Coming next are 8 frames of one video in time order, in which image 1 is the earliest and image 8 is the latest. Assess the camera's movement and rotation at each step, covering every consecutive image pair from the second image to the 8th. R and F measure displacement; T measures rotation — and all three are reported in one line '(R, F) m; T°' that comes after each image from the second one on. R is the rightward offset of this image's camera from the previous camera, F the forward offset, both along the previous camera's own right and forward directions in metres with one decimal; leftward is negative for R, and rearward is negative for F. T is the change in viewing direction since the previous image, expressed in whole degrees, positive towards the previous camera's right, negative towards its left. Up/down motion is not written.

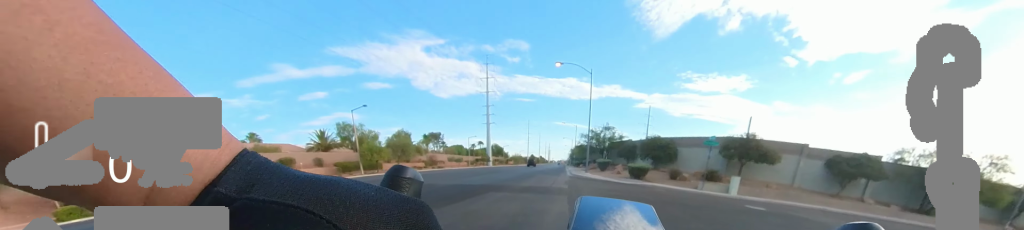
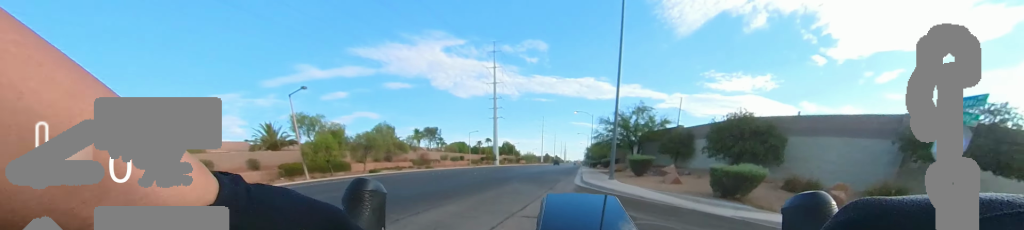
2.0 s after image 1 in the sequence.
(0.0, +13.1) m; 0°
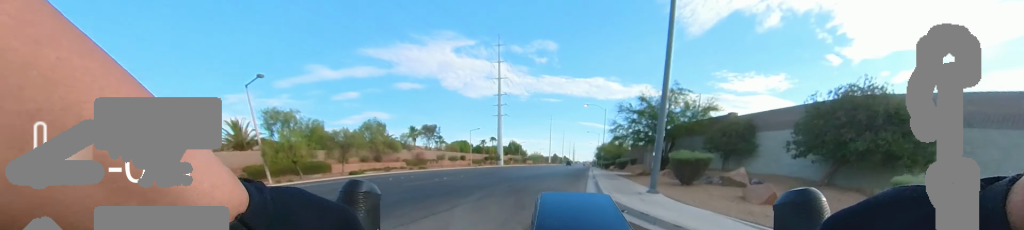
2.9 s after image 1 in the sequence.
(0.0, +6.6) m; 0°
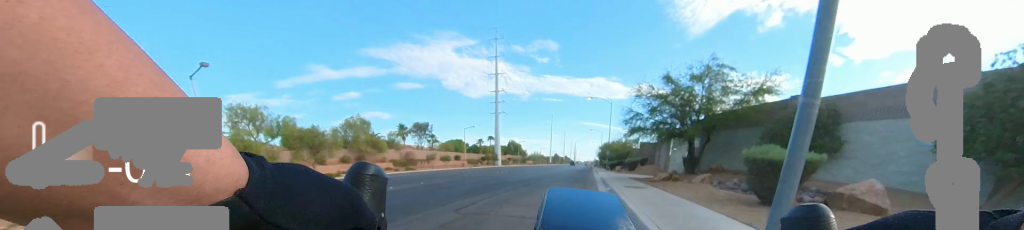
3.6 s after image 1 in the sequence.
(0.0, +4.9) m; 0°
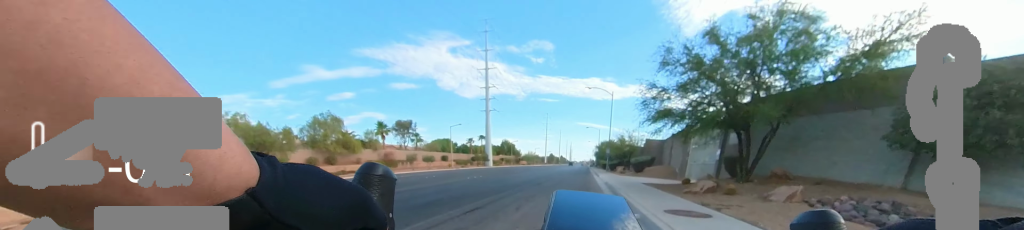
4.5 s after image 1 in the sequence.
(0.0, +5.6) m; 0°
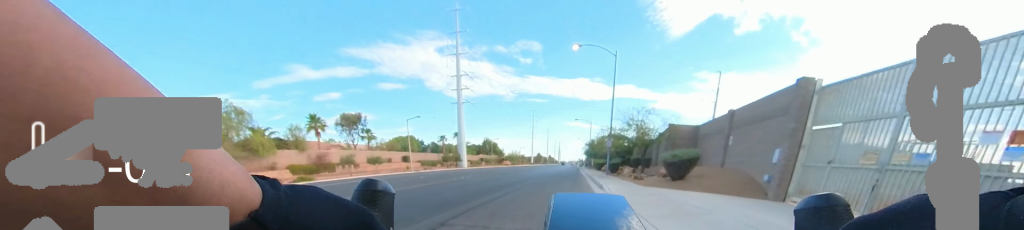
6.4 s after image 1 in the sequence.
(0.0, +12.6) m; 0°
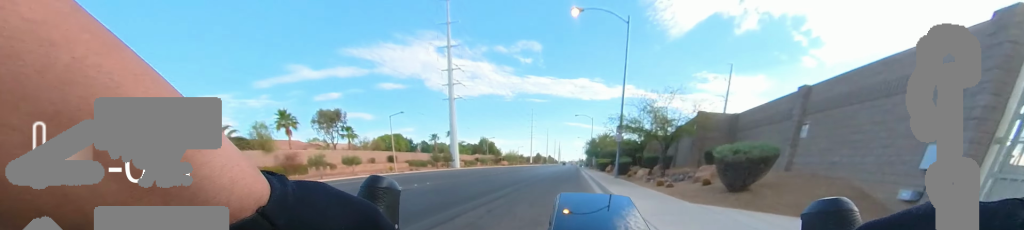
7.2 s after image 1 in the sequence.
(0.0, +5.0) m; 0°
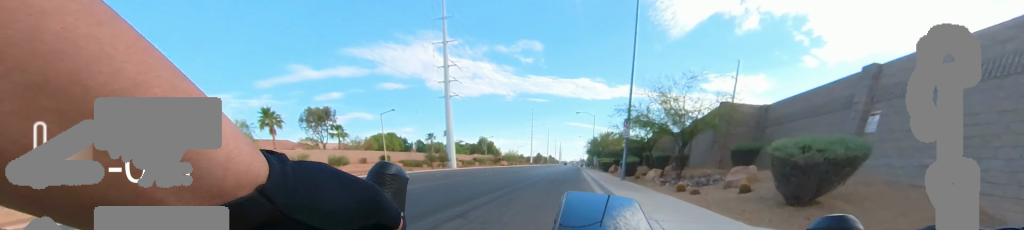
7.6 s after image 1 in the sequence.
(0.0, +2.5) m; 0°
